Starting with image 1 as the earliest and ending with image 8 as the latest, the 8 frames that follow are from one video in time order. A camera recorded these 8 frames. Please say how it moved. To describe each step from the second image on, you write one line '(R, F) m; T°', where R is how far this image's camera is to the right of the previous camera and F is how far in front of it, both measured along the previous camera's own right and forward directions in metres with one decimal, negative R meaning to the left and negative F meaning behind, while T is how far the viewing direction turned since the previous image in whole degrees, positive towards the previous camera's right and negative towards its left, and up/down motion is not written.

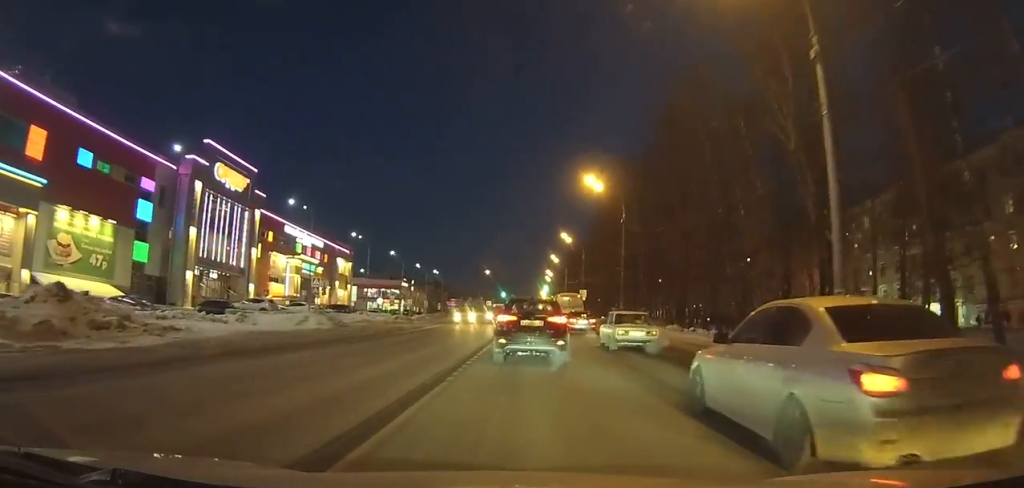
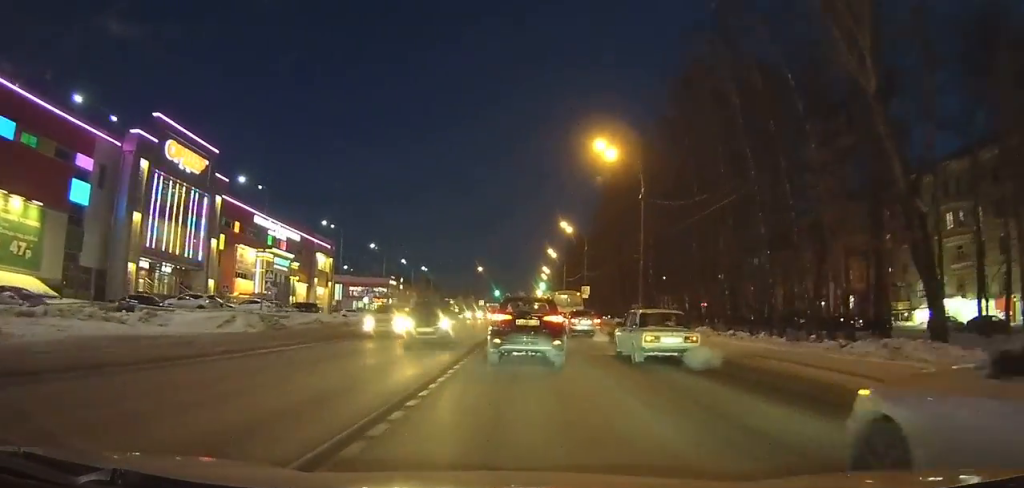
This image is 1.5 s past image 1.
(0.0, +8.8) m; 0°
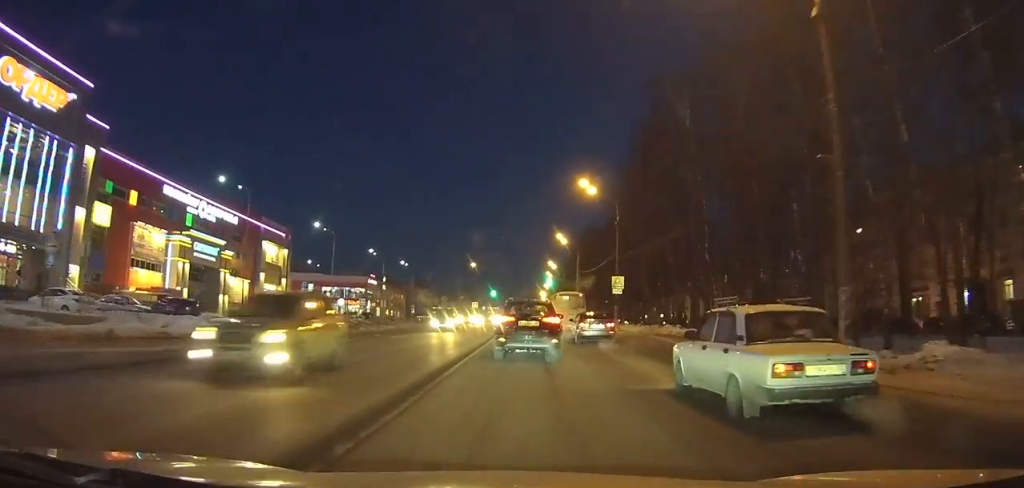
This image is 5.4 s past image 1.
(0.0, +23.2) m; 0°
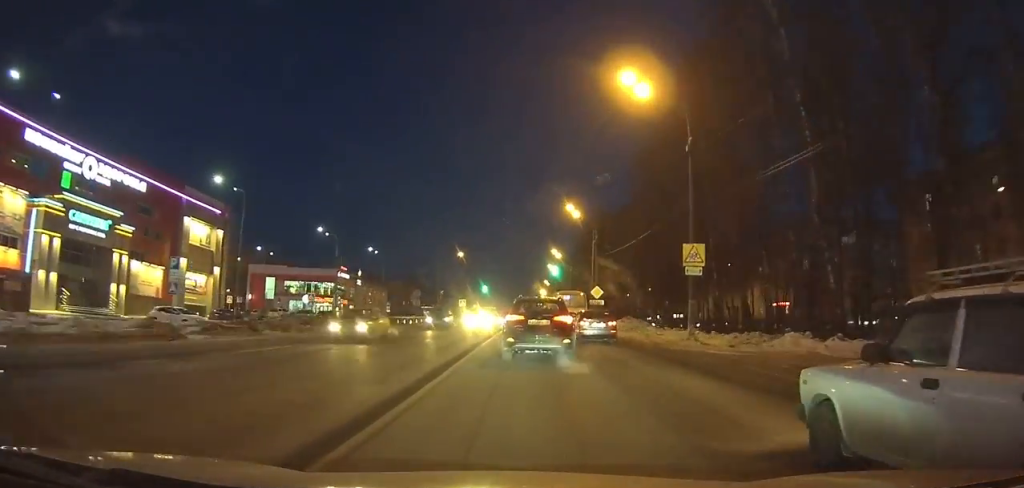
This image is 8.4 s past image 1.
(+0.1, +18.3) m; +1°
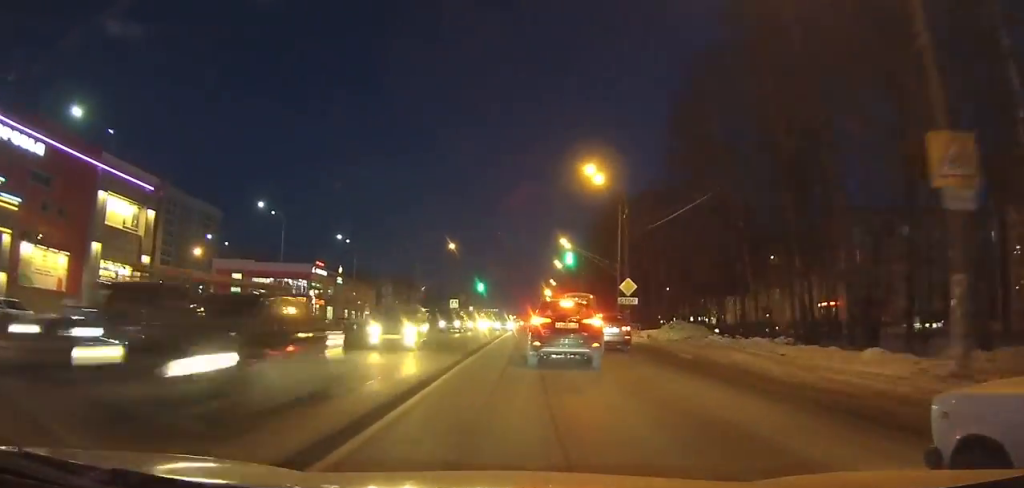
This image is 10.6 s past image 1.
(0.0, +13.2) m; +1°
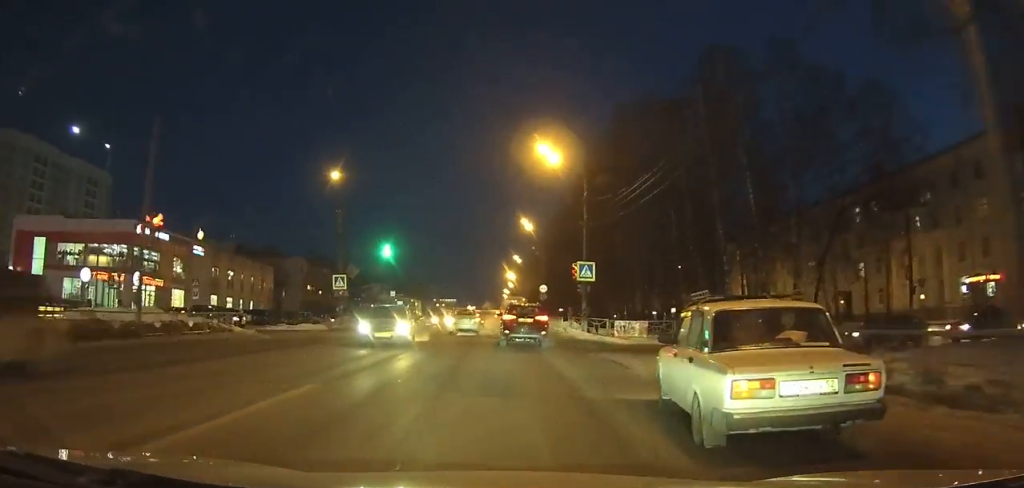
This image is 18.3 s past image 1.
(+1.4, +45.0) m; +1°
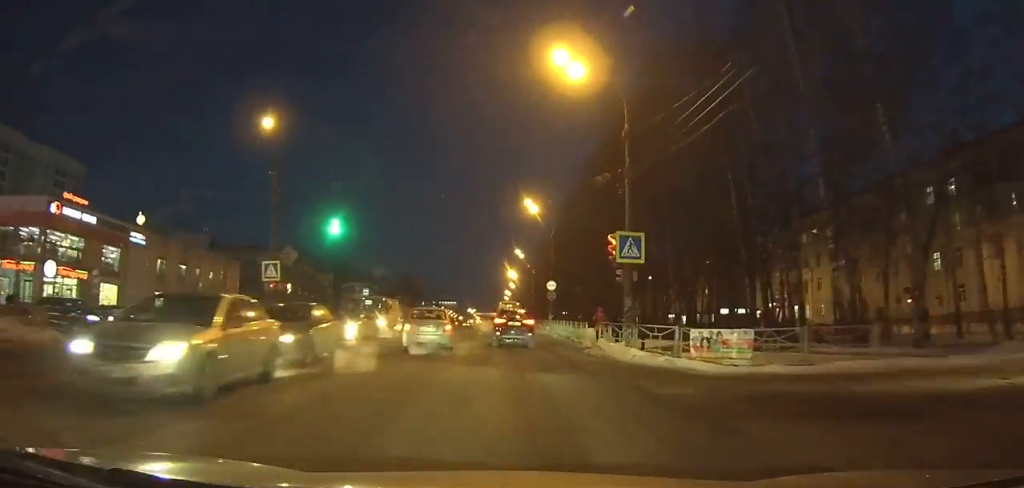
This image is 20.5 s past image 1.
(-0.4, +15.1) m; -1°
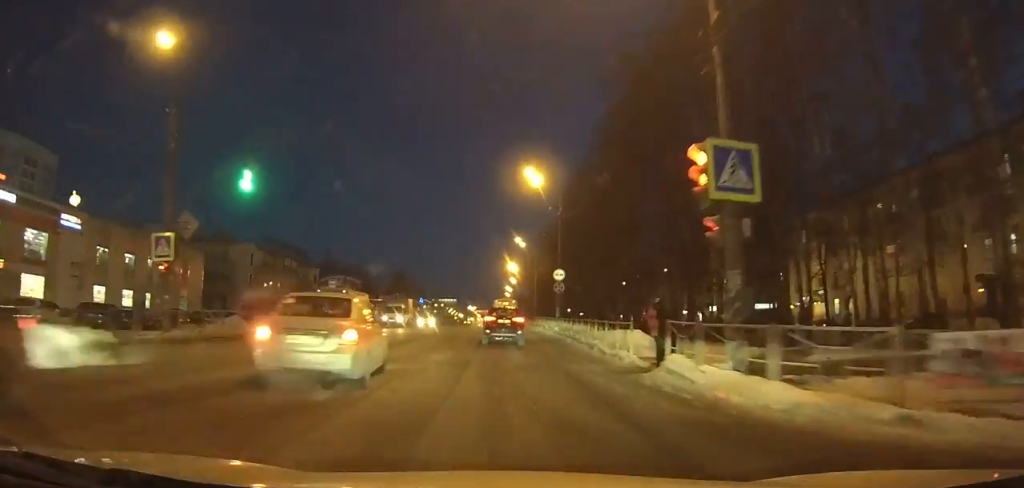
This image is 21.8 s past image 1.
(0.0, +10.1) m; 0°
